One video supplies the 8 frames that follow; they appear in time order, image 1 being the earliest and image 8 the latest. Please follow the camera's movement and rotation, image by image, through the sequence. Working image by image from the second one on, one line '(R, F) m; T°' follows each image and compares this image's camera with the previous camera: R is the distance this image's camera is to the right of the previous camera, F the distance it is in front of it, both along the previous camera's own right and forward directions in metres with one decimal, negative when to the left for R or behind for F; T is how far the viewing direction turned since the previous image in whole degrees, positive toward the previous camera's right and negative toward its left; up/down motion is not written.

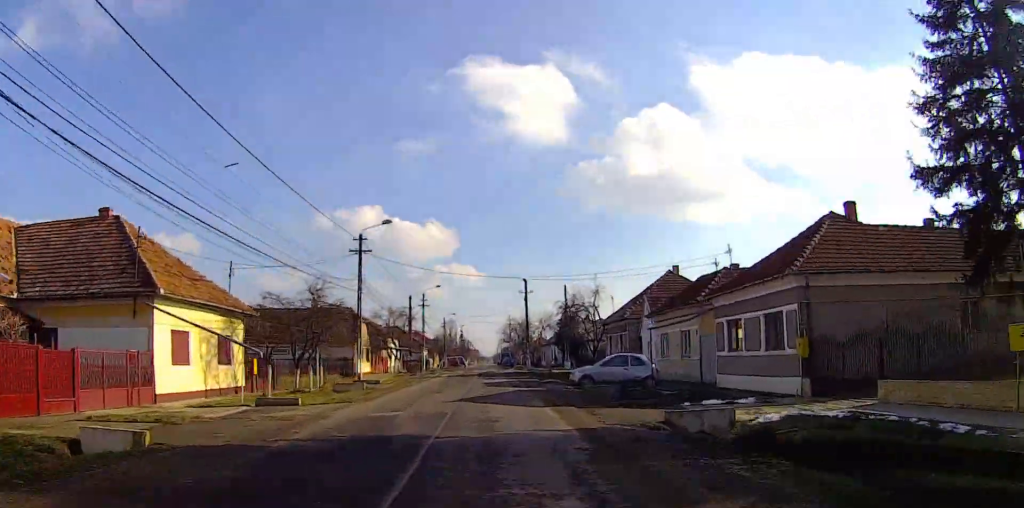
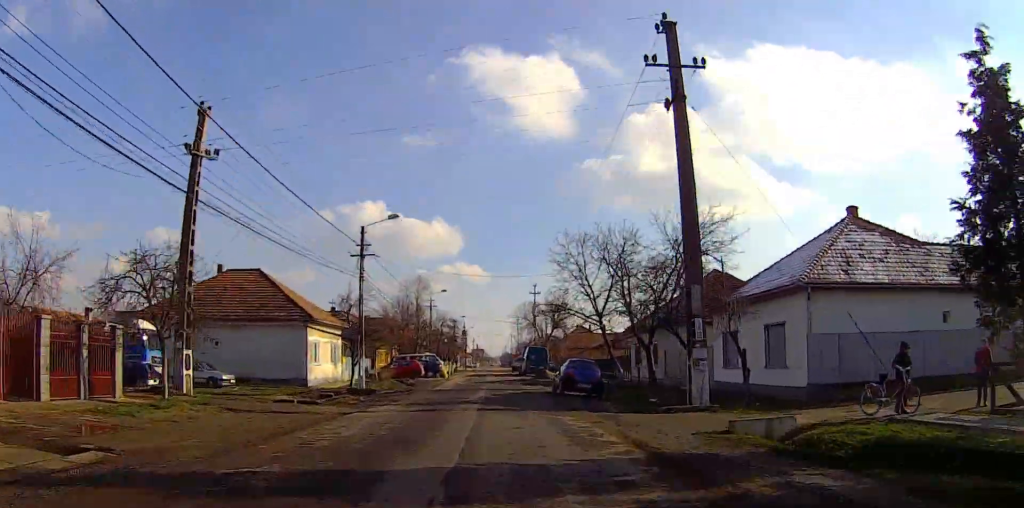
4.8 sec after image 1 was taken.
(+0.1, +76.3) m; 0°
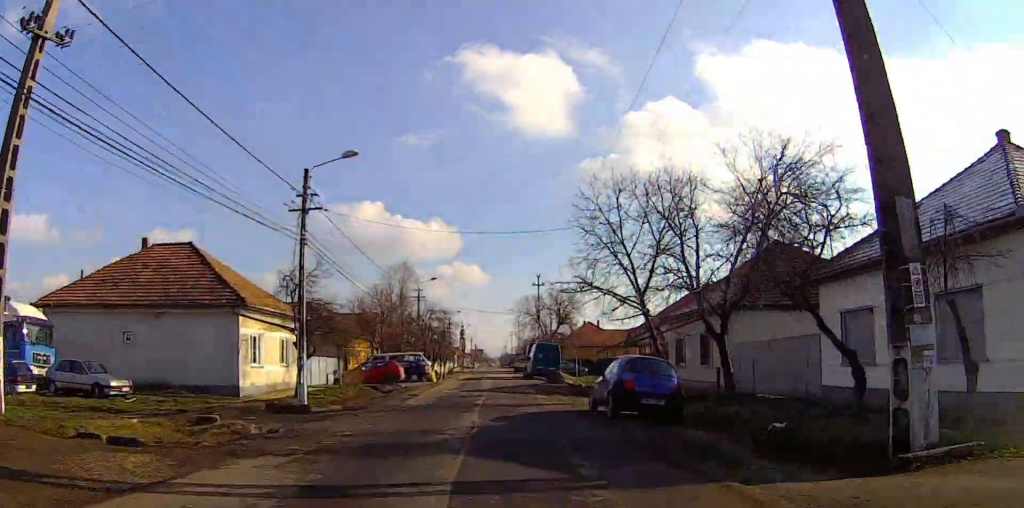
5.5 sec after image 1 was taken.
(-0.5, +10.5) m; 0°
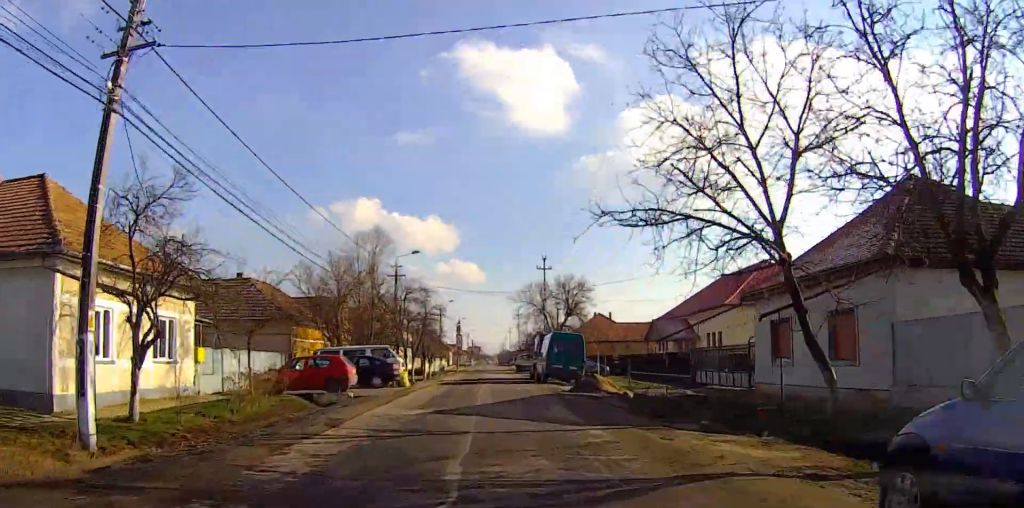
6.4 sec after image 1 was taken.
(-0.3, +13.2) m; 0°
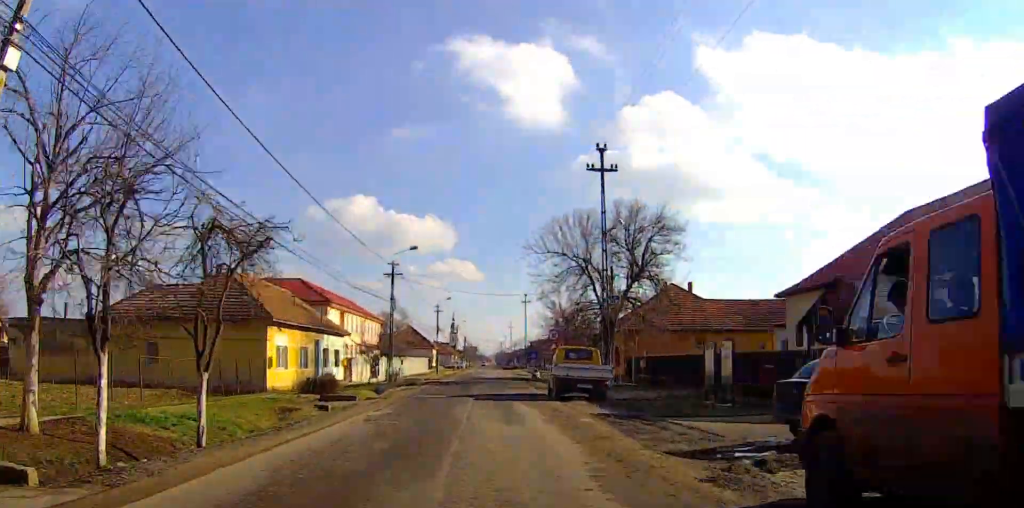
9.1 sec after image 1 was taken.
(+1.0, +41.2) m; +1°
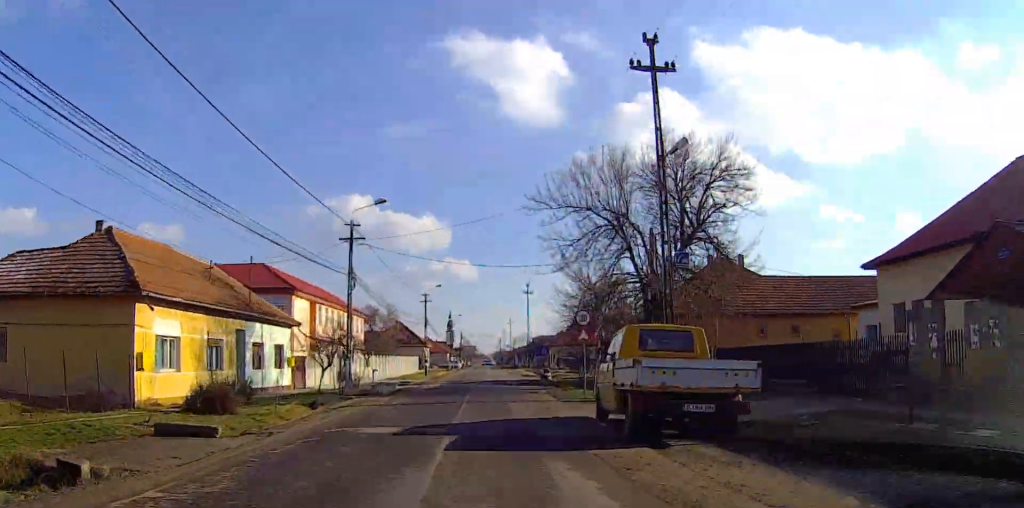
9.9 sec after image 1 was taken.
(-0.1, +12.8) m; 0°
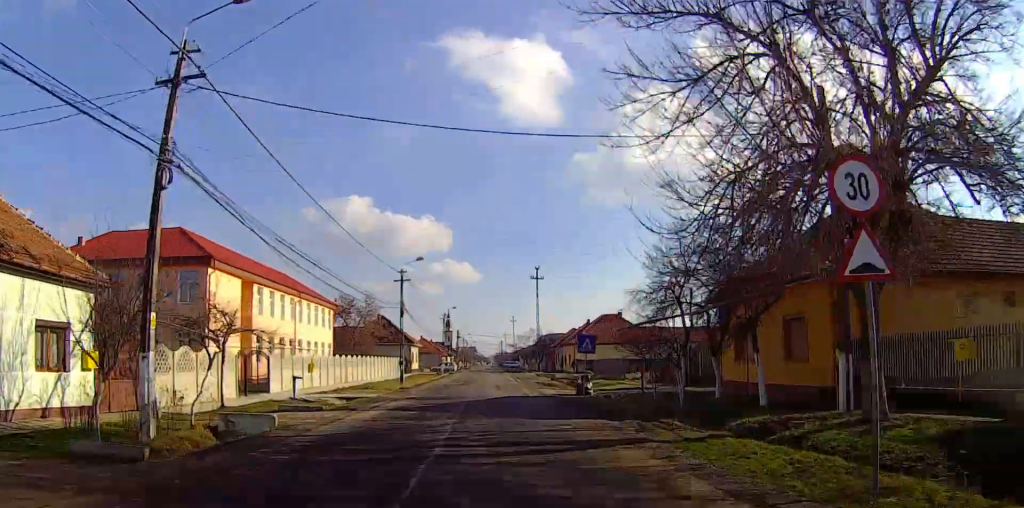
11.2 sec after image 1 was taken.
(+0.4, +19.5) m; 0°
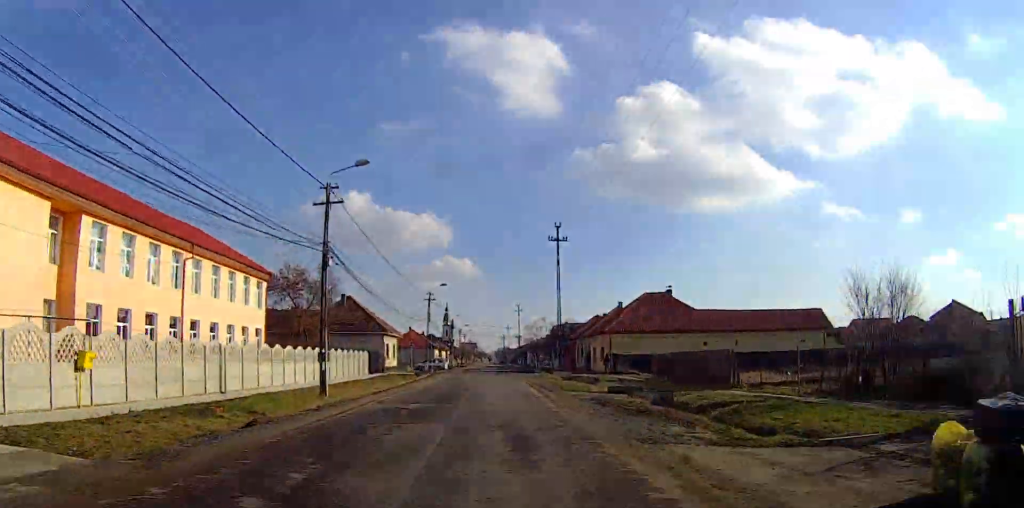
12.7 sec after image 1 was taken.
(-0.4, +22.7) m; -1°
